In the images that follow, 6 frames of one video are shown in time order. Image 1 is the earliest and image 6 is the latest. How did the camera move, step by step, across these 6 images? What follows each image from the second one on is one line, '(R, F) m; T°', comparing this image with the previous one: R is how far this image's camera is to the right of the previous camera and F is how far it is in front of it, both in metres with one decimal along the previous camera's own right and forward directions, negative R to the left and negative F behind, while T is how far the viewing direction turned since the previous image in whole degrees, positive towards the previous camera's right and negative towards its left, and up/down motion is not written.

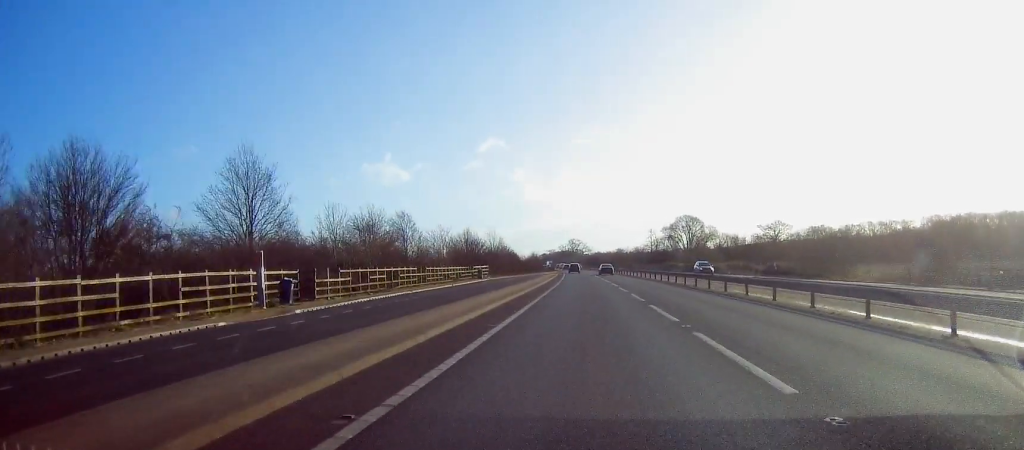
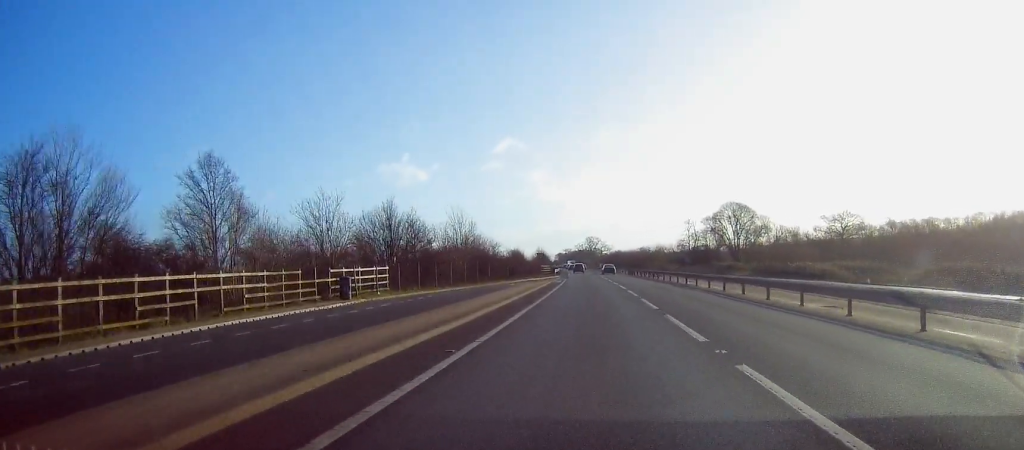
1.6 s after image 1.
(-1.0, +51.0) m; -2°
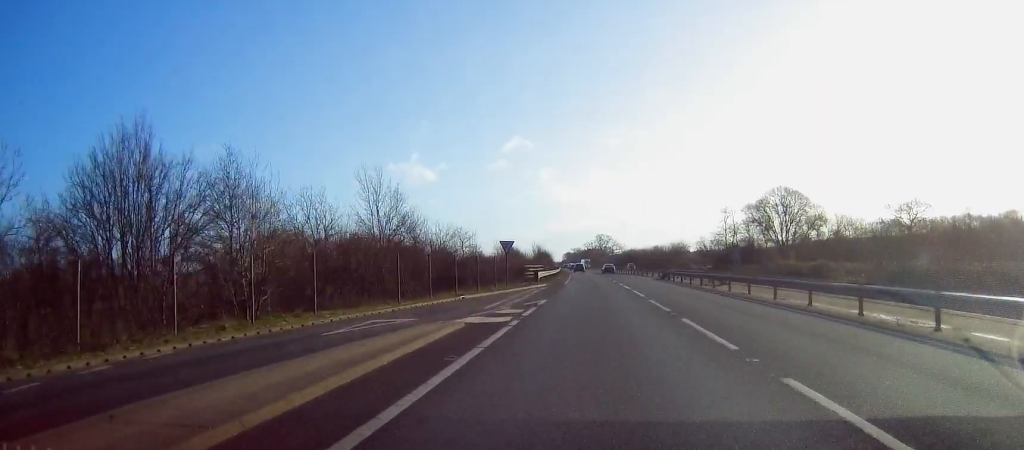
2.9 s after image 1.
(-0.2, +38.4) m; -1°
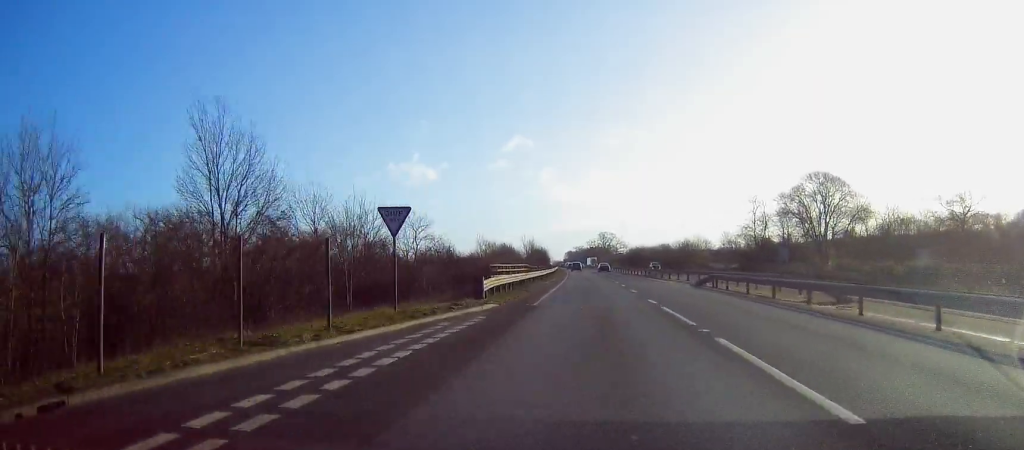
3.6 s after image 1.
(-0.2, +23.9) m; 0°
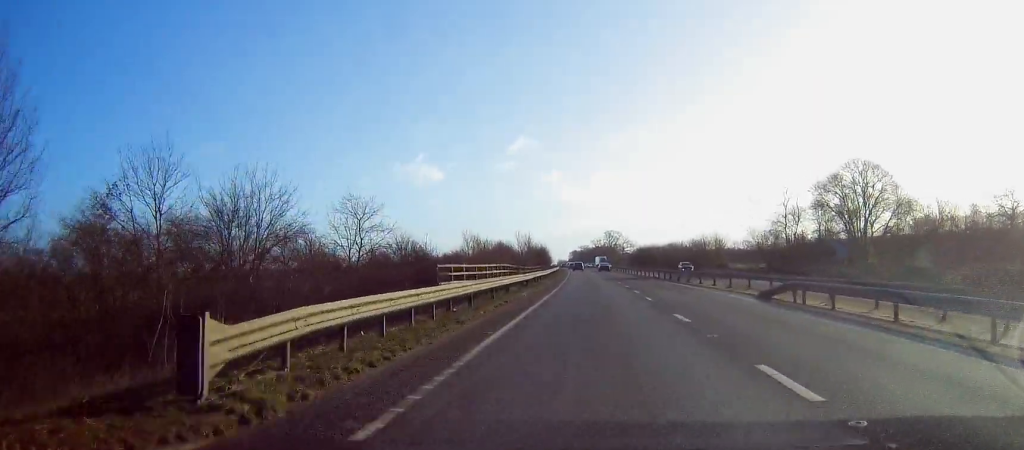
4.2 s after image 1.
(-0.2, +16.7) m; 0°
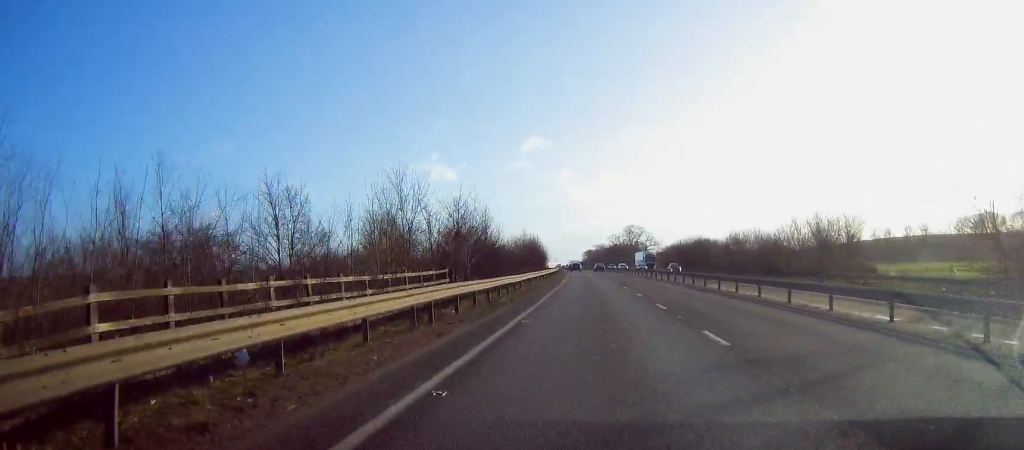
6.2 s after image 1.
(-0.3, +64.9) m; -2°
